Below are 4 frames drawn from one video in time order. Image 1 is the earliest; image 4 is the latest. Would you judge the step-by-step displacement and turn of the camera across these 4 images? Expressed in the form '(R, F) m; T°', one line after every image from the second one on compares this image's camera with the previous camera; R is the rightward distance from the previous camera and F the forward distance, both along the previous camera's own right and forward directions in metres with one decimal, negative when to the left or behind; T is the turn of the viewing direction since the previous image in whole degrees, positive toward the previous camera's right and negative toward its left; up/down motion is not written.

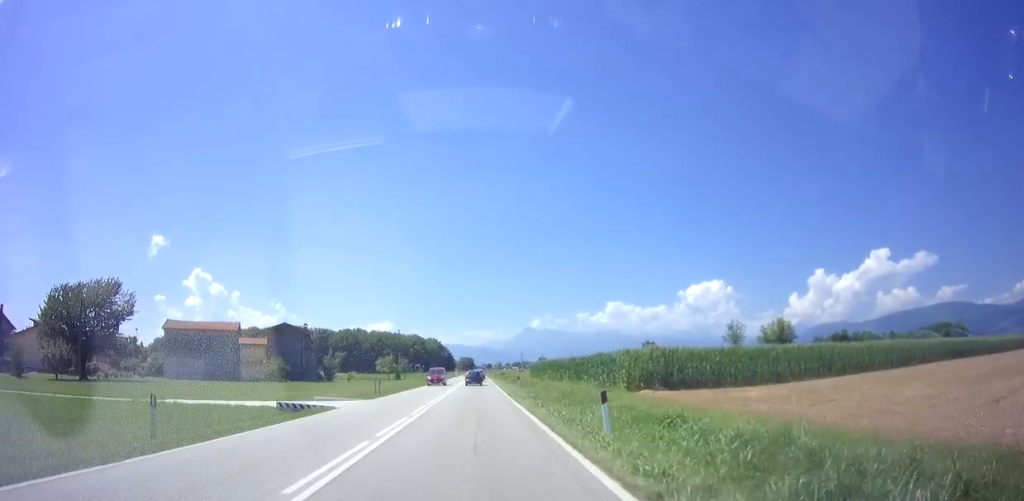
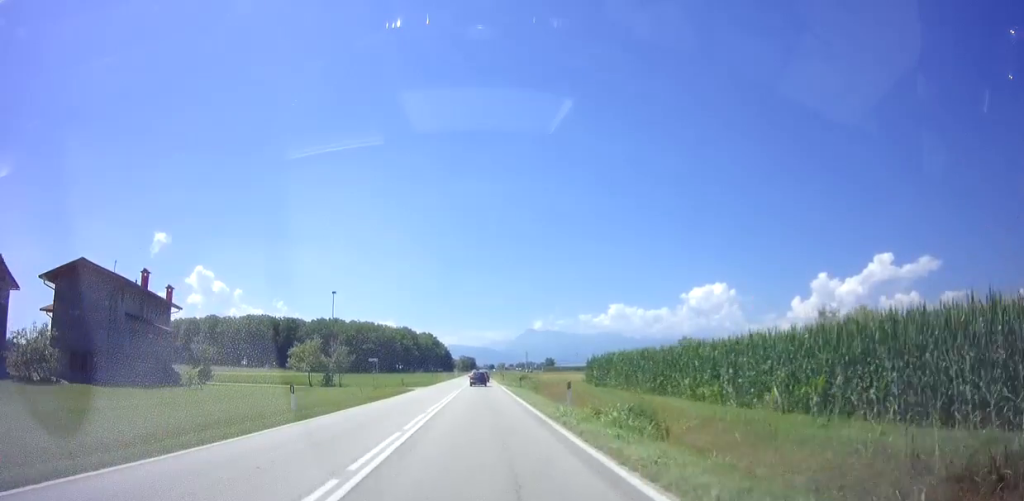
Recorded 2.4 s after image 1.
(+0.9, +43.0) m; +1°
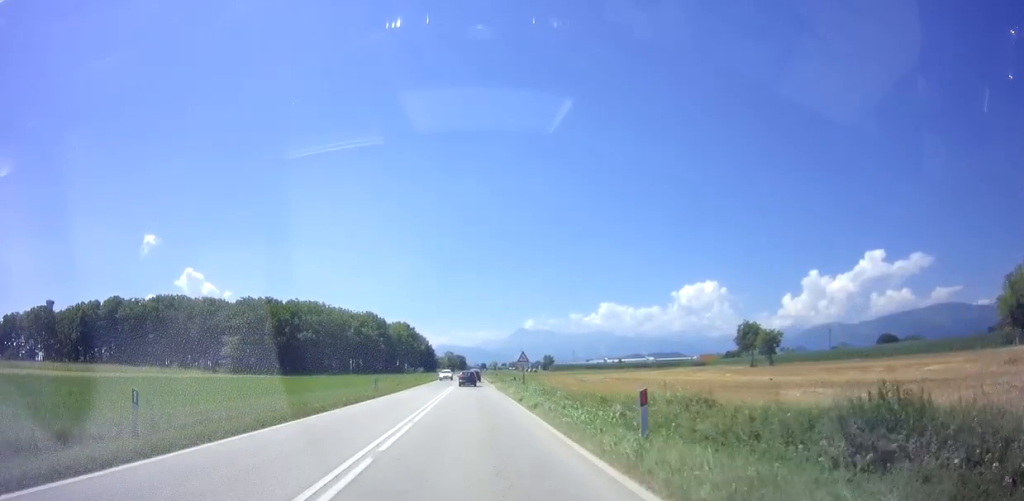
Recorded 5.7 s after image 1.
(-0.6, +56.8) m; 0°
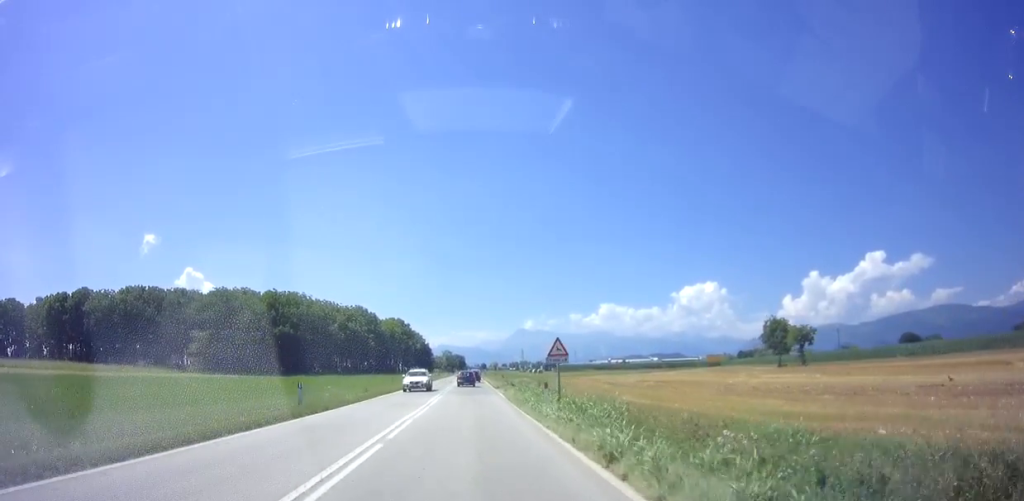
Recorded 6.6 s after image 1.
(+0.1, +15.1) m; 0°
